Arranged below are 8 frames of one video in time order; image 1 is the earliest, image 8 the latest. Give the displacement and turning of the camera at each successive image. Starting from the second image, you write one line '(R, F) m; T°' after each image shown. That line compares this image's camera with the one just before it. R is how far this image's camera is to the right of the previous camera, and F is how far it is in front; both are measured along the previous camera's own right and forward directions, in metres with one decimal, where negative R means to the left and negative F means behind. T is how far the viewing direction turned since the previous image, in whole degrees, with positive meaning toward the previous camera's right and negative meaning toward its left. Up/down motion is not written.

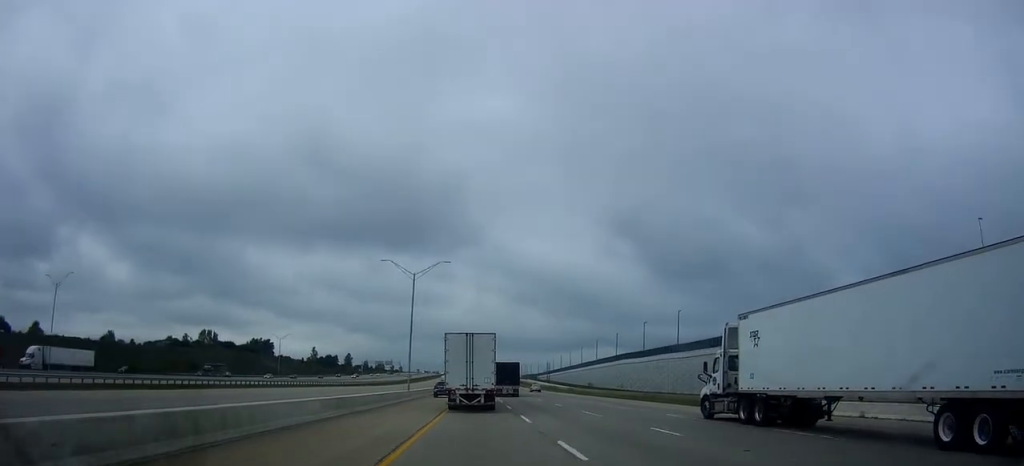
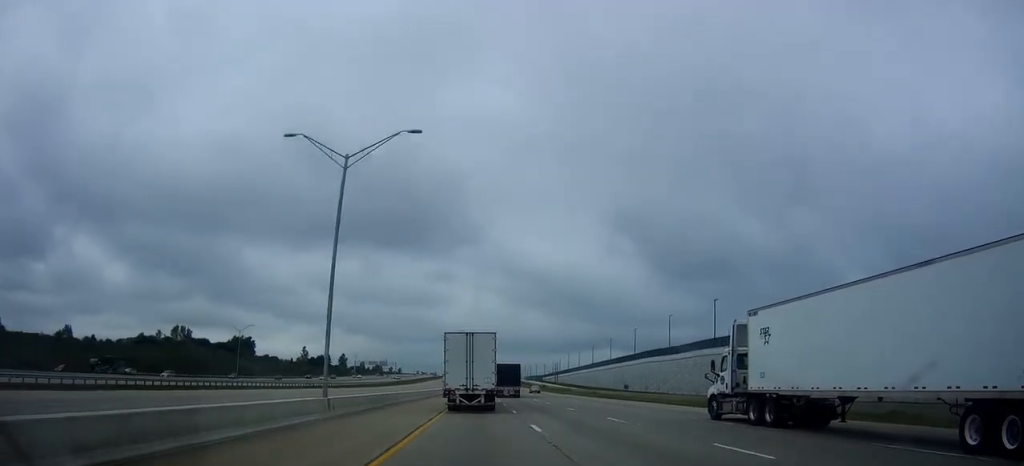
(-0.7, +30.2) m; -1°
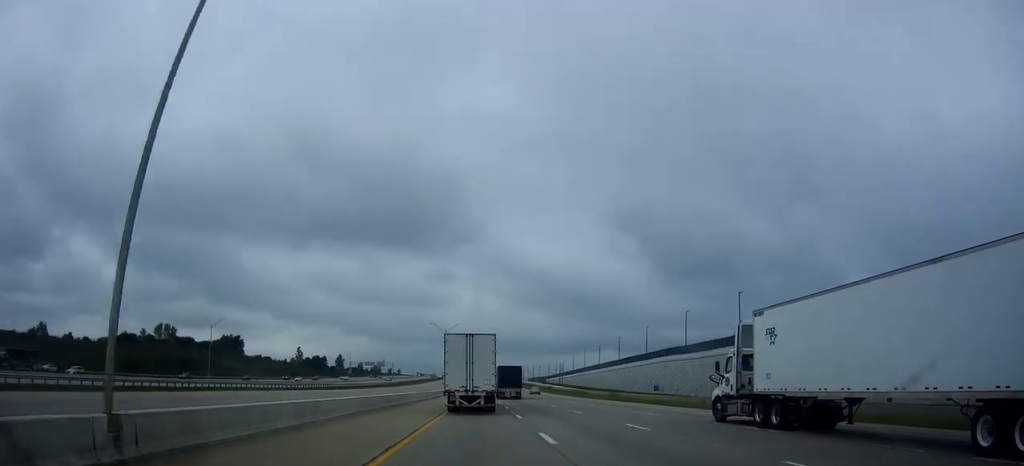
(+0.1, +15.9) m; 0°
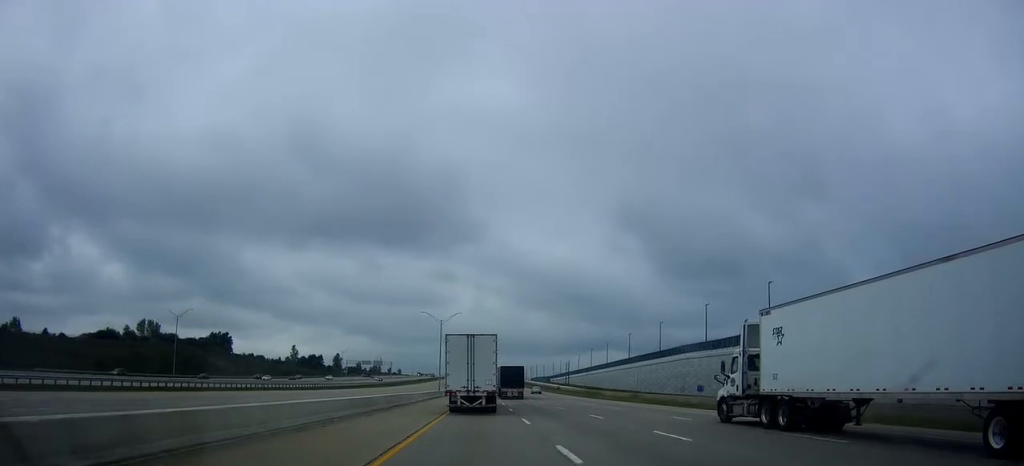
(+0.3, +15.8) m; 0°
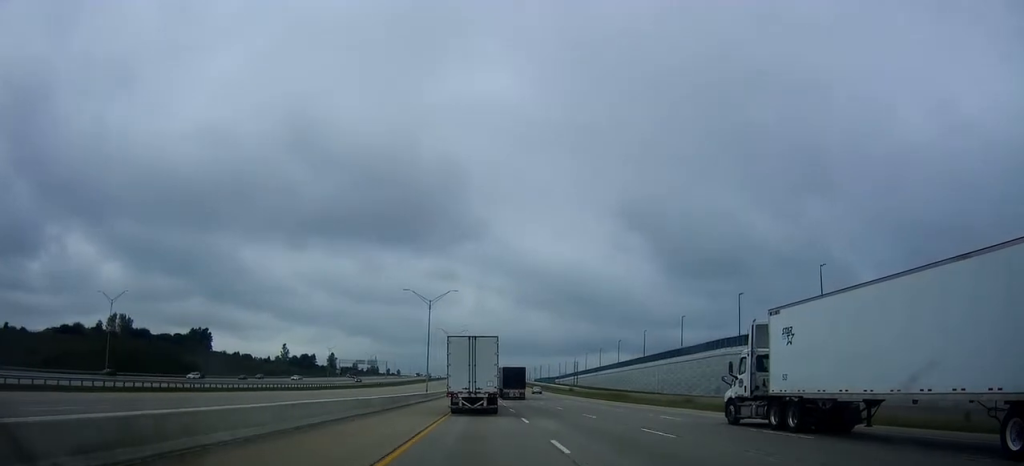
(-0.1, +22.7) m; 0°
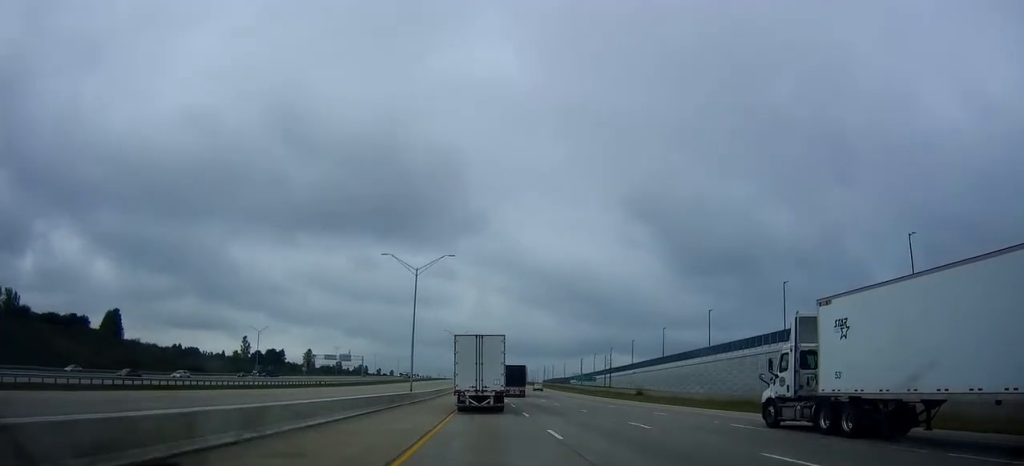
(-0.4, +69.2) m; -1°
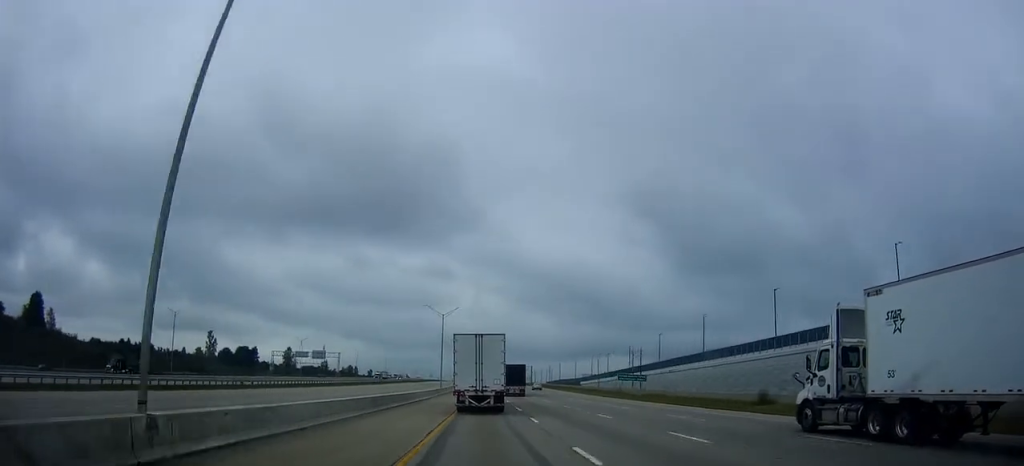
(0.0, +42.2) m; +1°
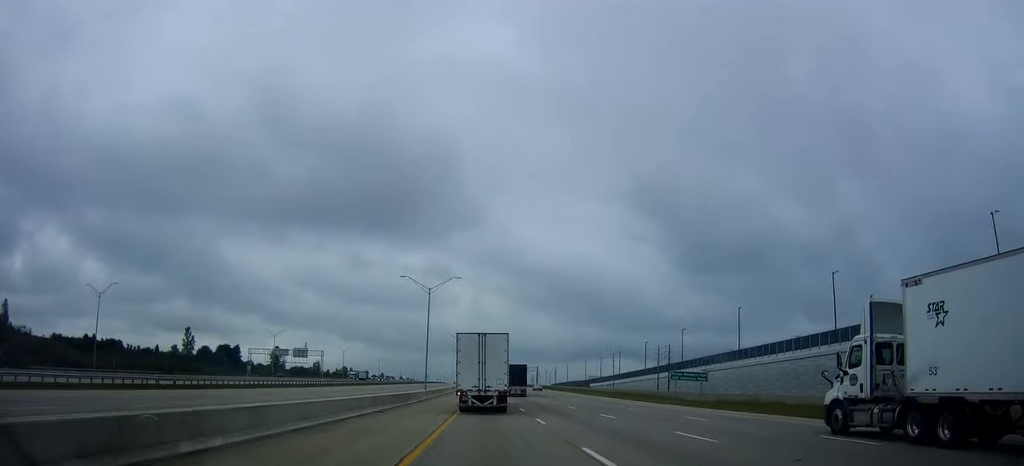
(+0.3, +24.9) m; +1°
